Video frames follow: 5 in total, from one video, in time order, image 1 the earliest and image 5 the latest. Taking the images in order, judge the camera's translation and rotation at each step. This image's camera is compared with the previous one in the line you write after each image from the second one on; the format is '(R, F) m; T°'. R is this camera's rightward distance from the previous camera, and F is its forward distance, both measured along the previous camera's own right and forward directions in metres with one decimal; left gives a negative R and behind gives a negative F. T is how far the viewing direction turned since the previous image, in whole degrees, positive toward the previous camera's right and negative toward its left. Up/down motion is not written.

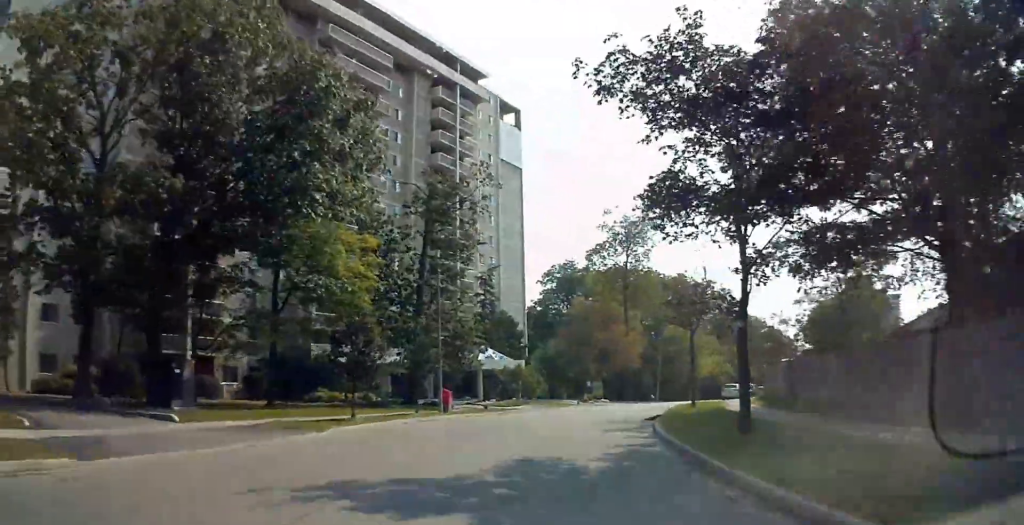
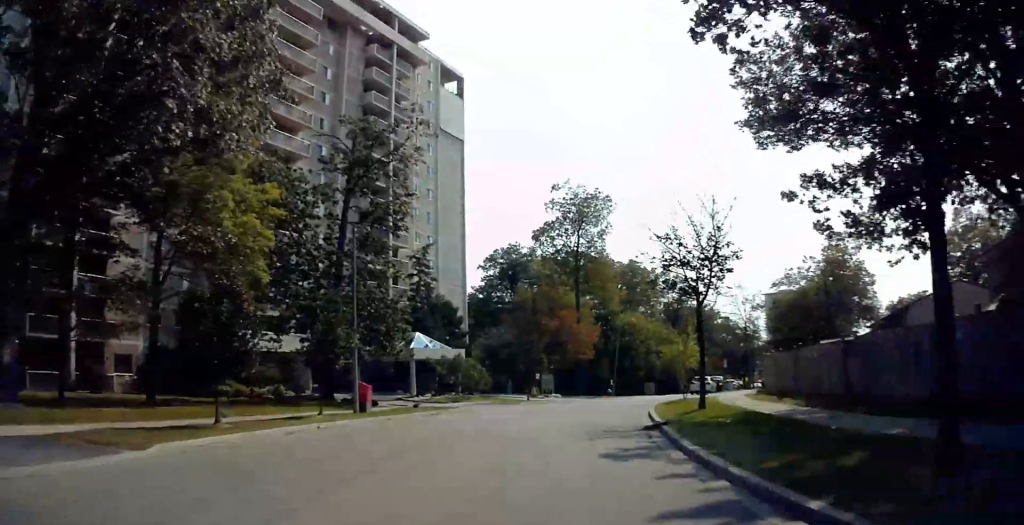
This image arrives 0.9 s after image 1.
(+0.2, +8.0) m; +8°
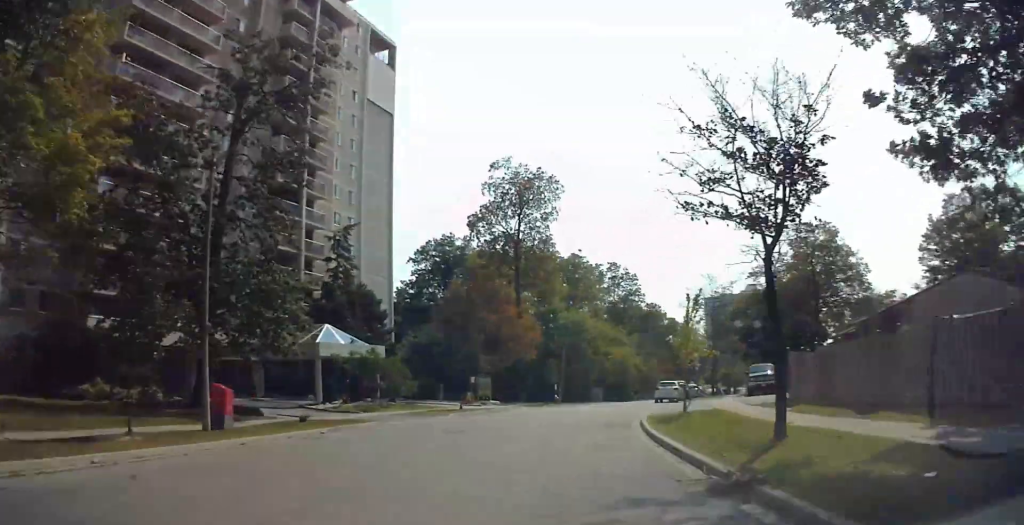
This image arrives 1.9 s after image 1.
(+1.1, +9.2) m; +14°
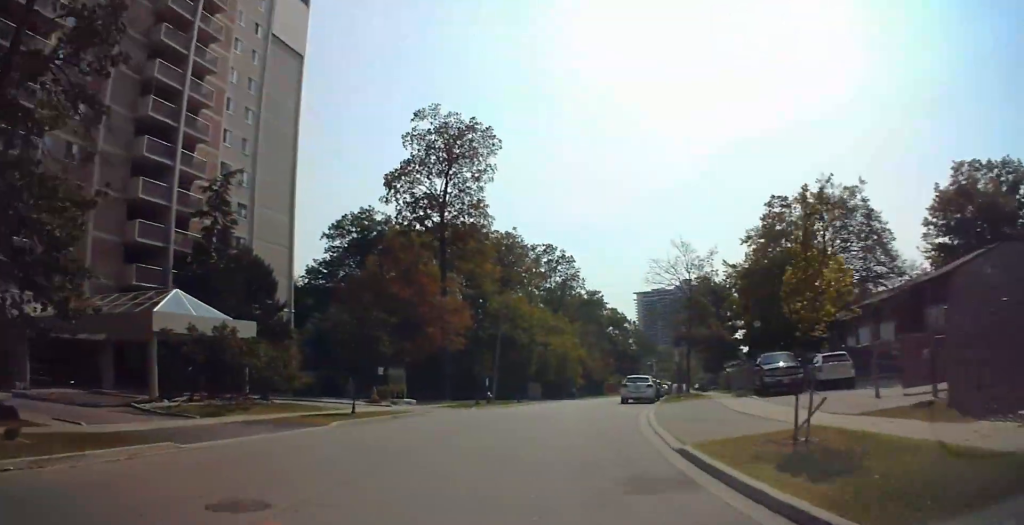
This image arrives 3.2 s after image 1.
(+1.8, +12.9) m; +11°
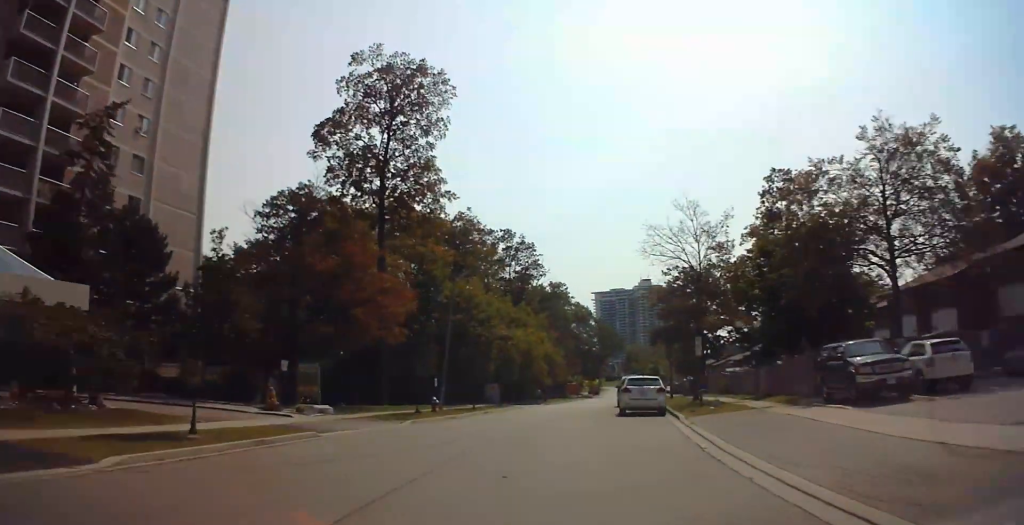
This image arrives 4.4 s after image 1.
(+0.3, +12.1) m; +2°
